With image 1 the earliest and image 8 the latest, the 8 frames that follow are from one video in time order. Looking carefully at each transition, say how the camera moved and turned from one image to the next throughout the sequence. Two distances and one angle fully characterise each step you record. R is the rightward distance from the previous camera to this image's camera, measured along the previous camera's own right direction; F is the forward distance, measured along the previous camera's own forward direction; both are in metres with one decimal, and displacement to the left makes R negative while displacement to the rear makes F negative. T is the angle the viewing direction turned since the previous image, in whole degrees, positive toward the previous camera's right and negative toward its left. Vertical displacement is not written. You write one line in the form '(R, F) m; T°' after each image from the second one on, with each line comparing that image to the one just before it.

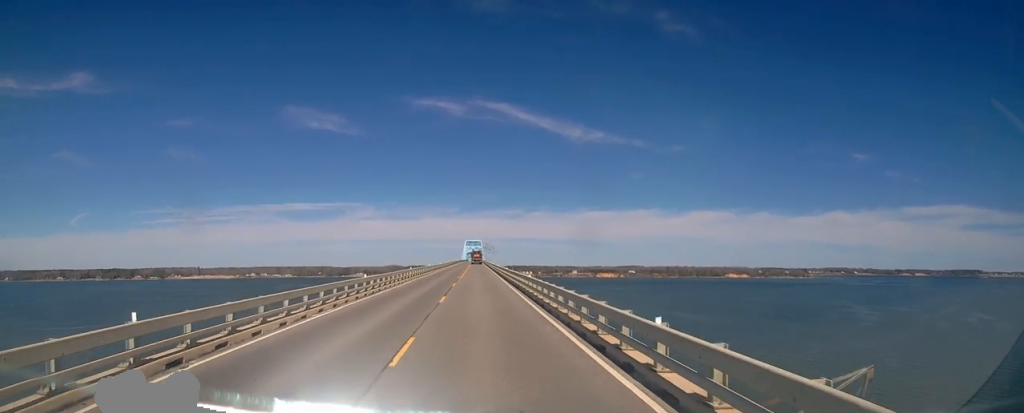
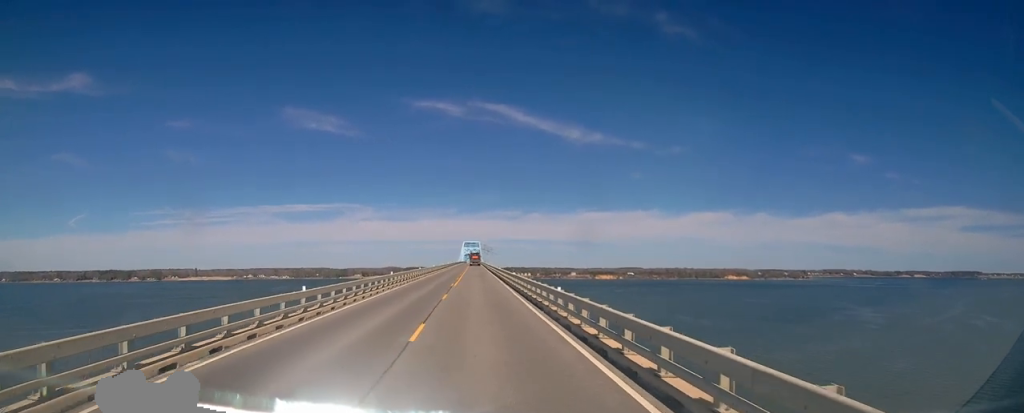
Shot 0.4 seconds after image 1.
(0.0, +9.2) m; 0°
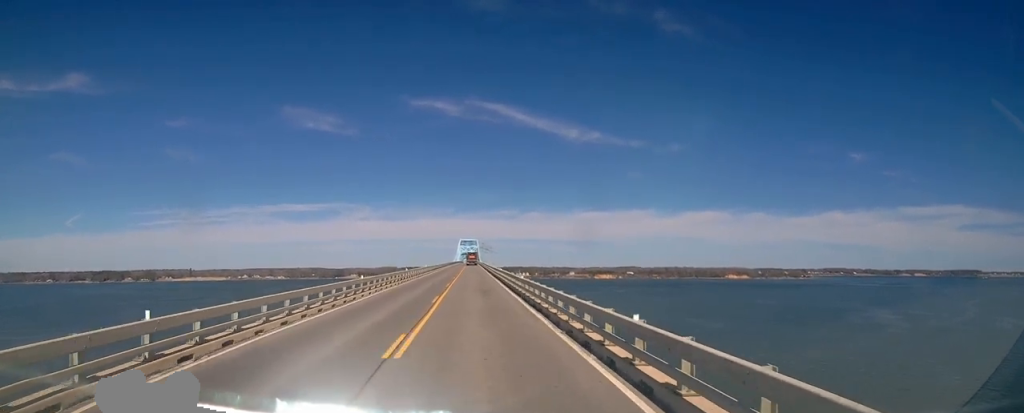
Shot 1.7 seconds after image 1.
(0.0, +26.5) m; 0°
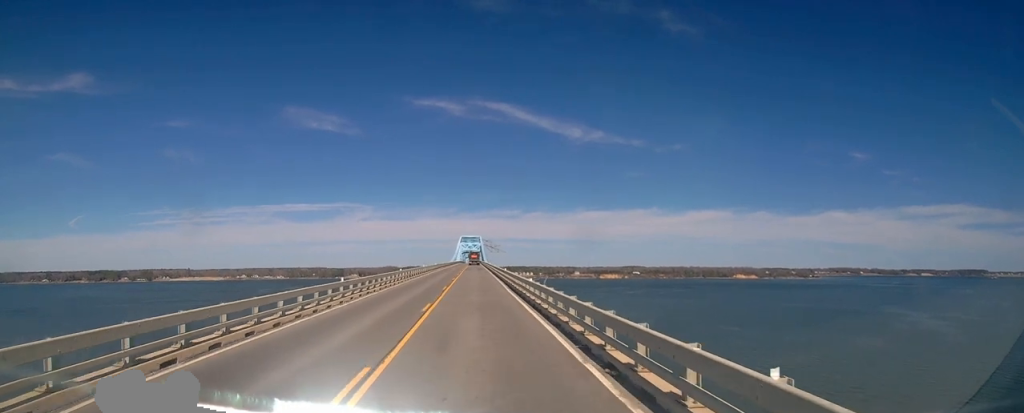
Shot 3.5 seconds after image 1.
(+0.2, +40.7) m; 0°
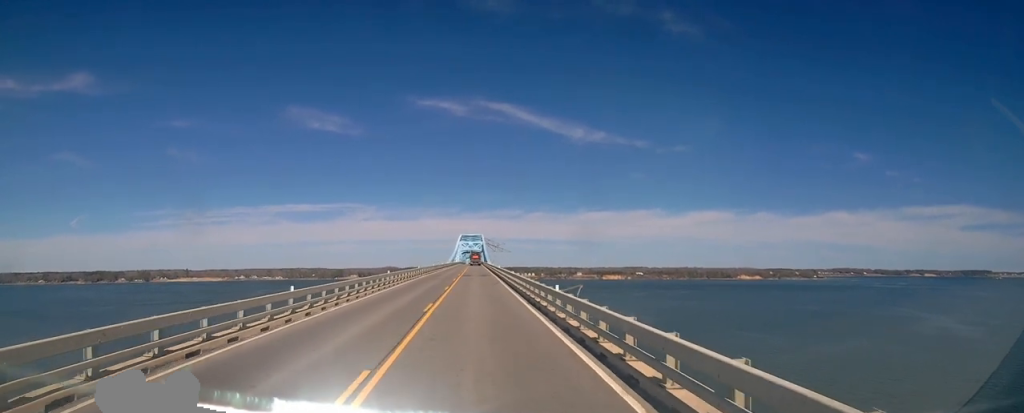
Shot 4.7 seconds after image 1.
(0.0, +24.7) m; -1°
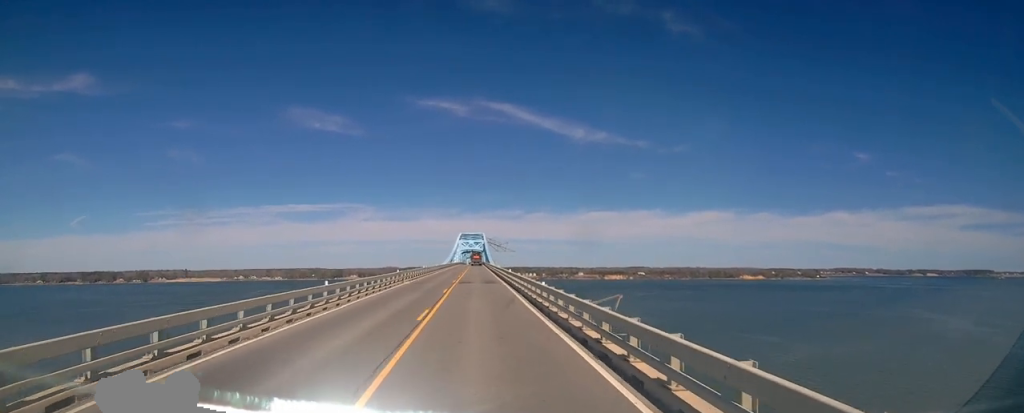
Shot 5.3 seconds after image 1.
(-0.2, +14.6) m; 0°
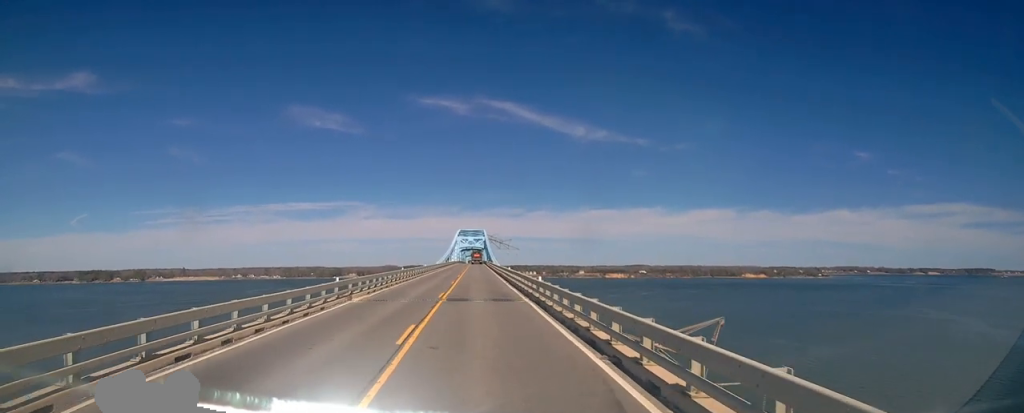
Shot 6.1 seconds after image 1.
(0.0, +17.0) m; 0°
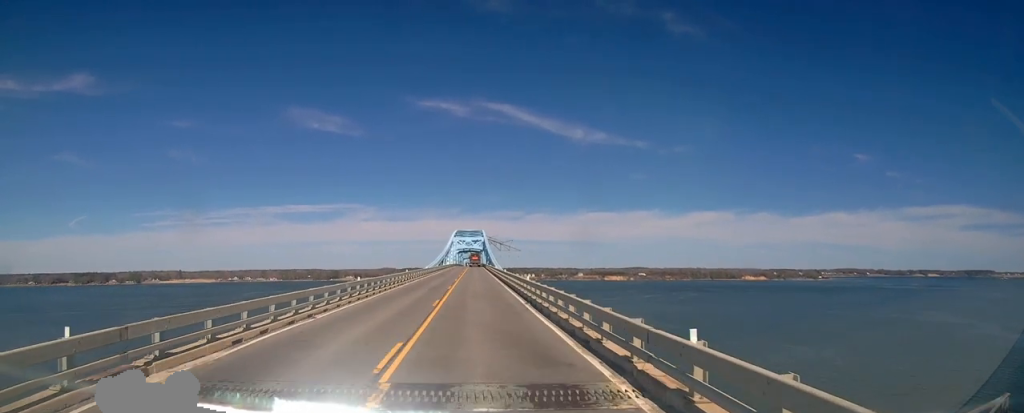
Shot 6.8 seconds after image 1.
(+0.1, +14.9) m; 0°
